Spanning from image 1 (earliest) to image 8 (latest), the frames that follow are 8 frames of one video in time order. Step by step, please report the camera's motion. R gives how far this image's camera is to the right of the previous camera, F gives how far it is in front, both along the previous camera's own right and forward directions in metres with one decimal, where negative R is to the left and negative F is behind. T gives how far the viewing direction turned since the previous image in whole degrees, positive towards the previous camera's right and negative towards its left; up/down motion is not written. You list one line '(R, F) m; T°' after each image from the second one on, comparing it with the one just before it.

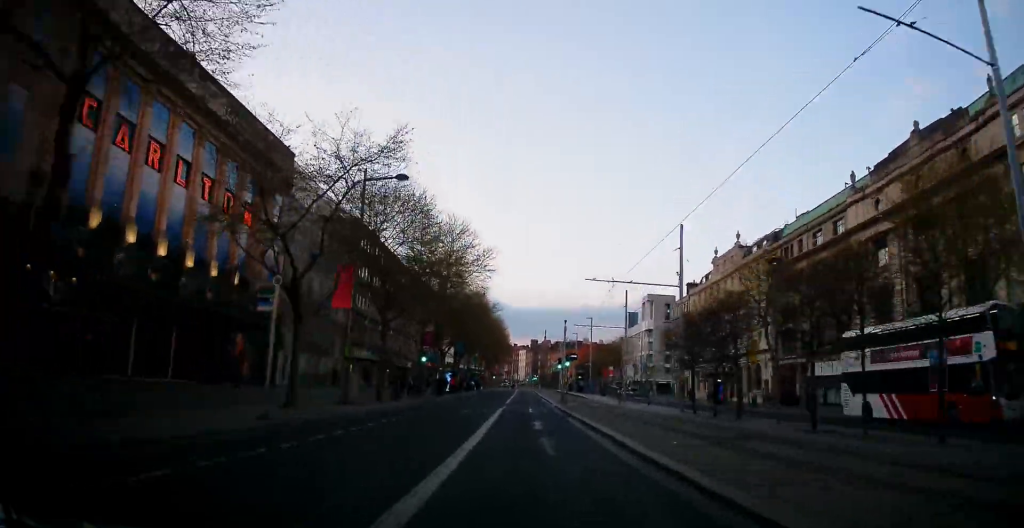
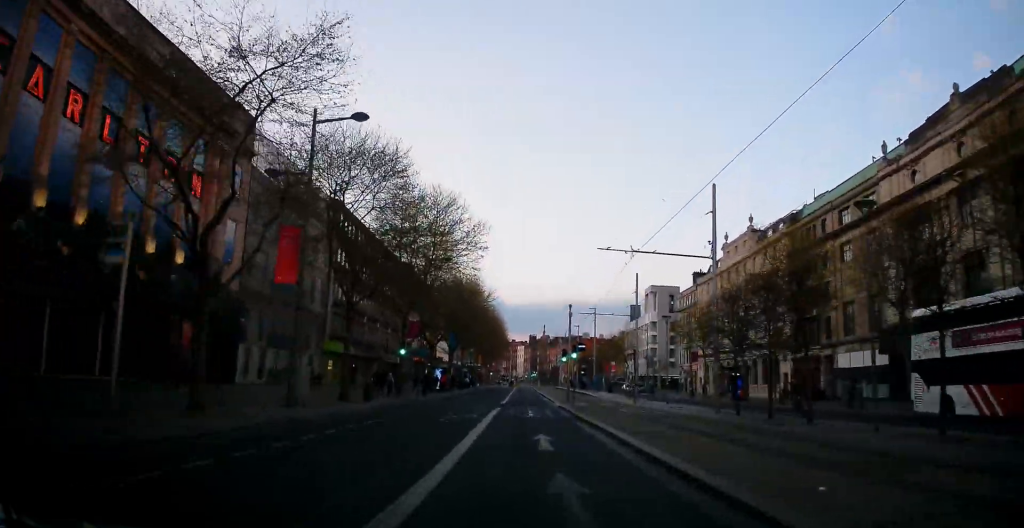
(-0.2, +6.6) m; 0°
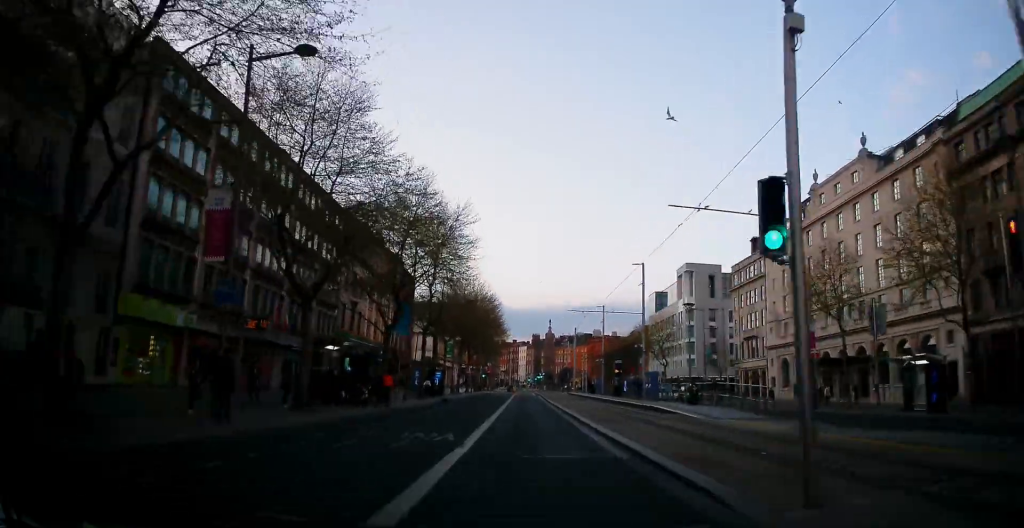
(+0.4, +29.8) m; 0°
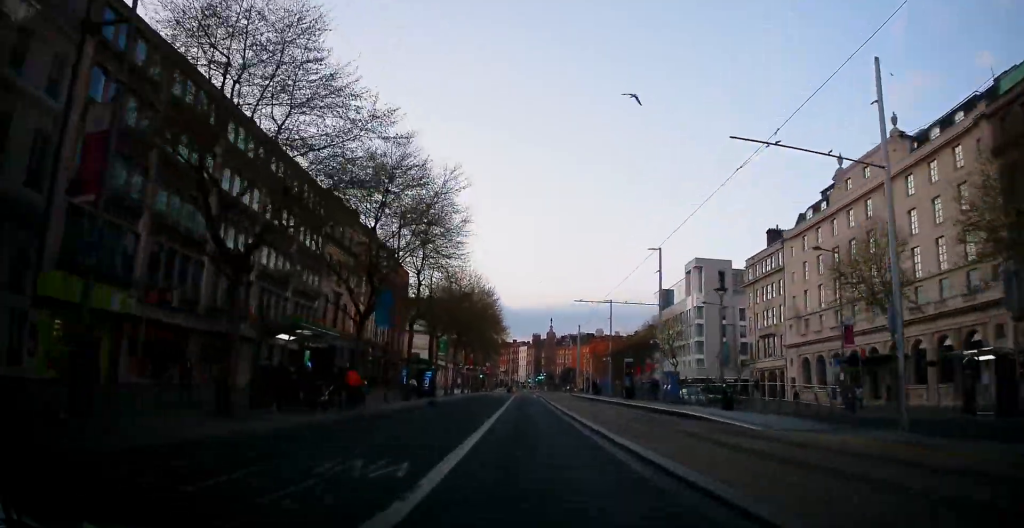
(+0.1, +5.7) m; 0°
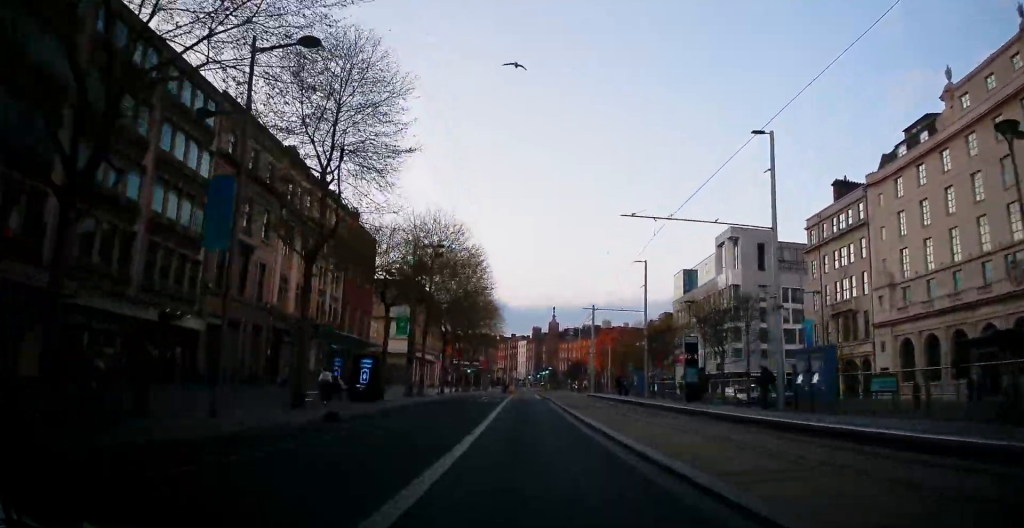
(-0.1, +19.0) m; +1°
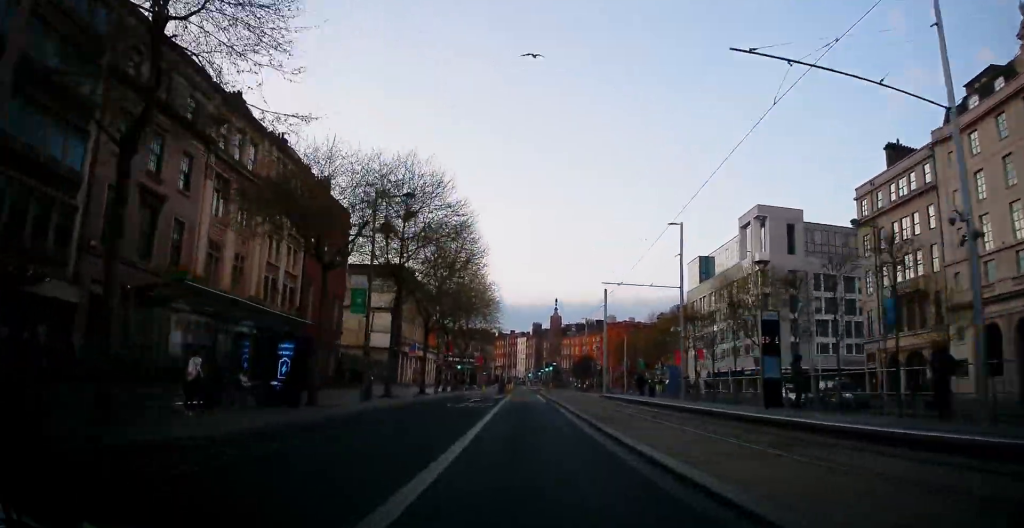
(+0.1, +10.5) m; 0°
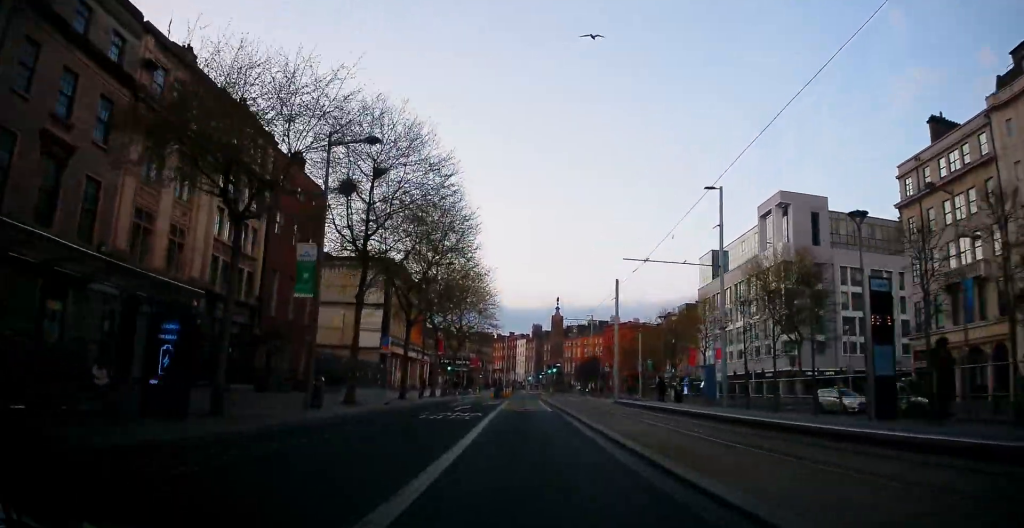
(0.0, +7.6) m; 0°
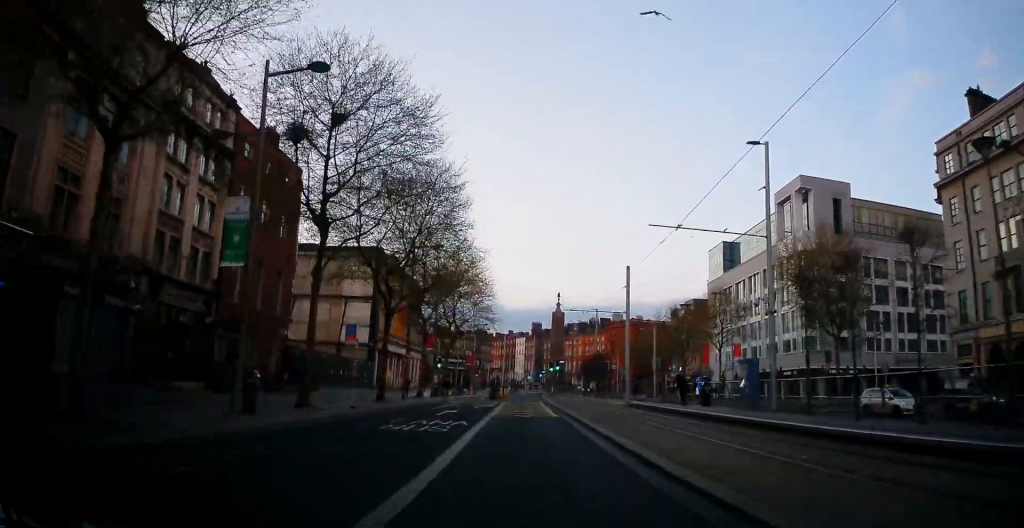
(-0.1, +6.0) m; 0°
